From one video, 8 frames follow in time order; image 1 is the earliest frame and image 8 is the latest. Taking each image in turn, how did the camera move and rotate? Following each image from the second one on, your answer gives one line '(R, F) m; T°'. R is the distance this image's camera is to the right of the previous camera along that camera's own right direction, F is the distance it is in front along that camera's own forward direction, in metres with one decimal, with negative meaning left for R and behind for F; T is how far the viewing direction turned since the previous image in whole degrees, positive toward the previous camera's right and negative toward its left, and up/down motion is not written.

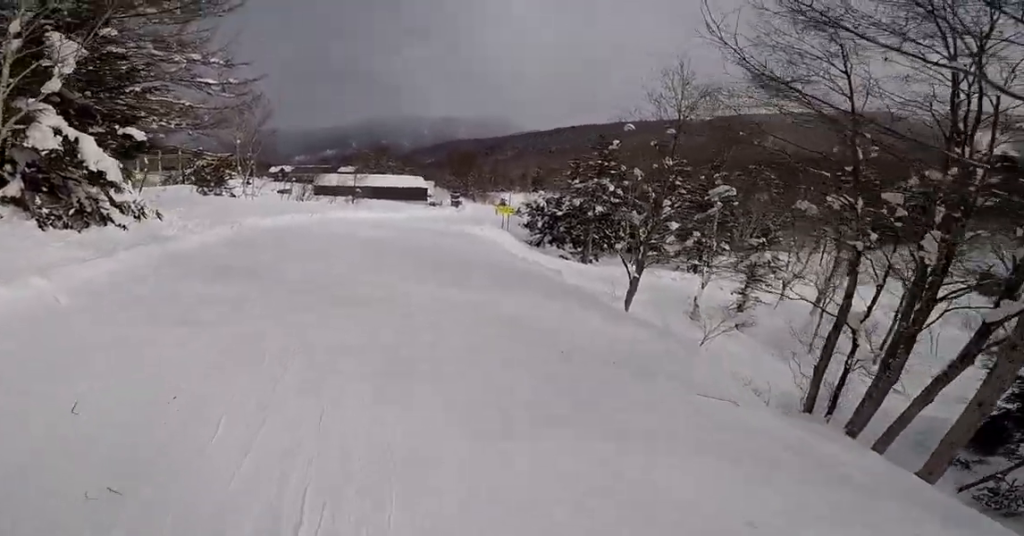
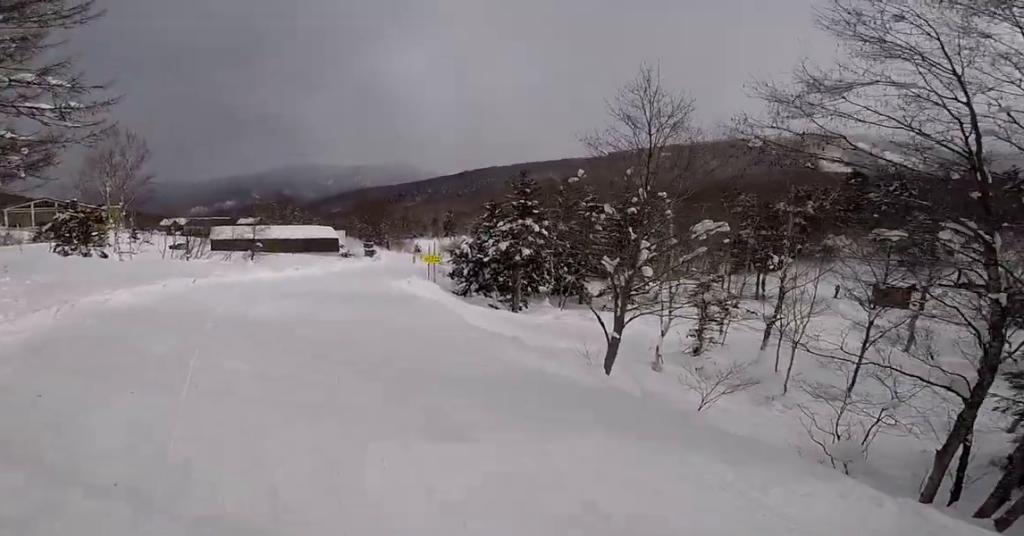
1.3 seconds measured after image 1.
(0.0, +3.5) m; 0°
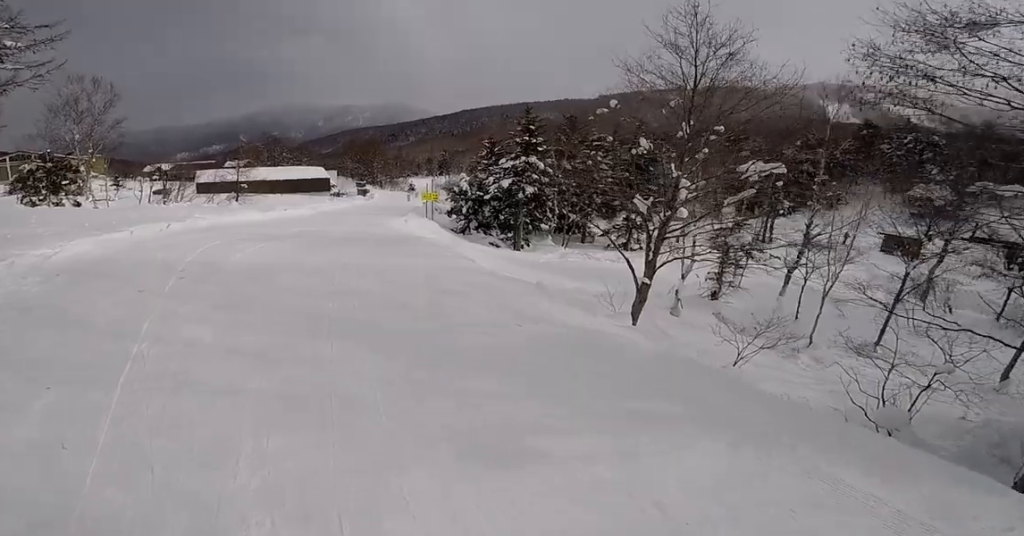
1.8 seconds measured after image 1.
(0.0, +1.4) m; 0°
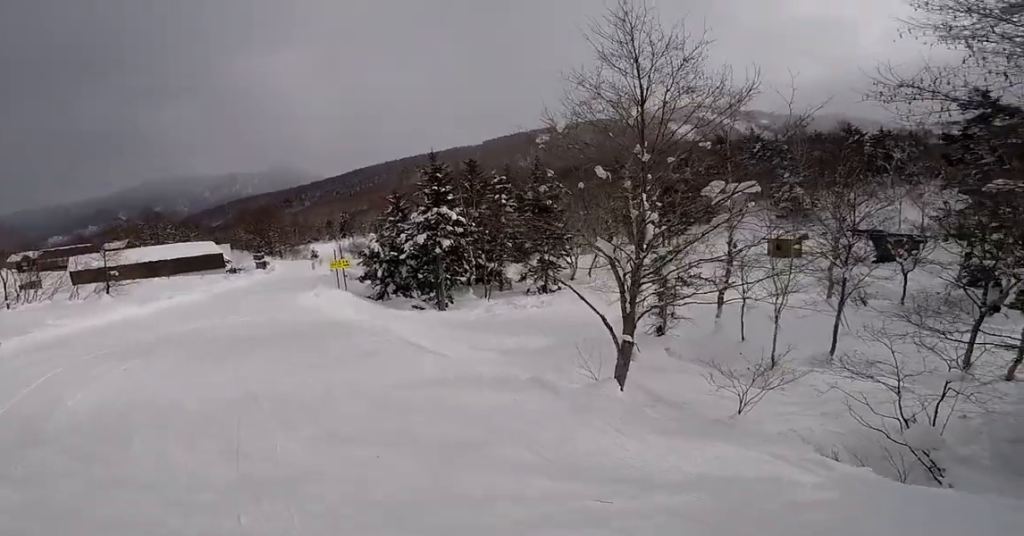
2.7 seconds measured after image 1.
(0.0, +3.1) m; +2°
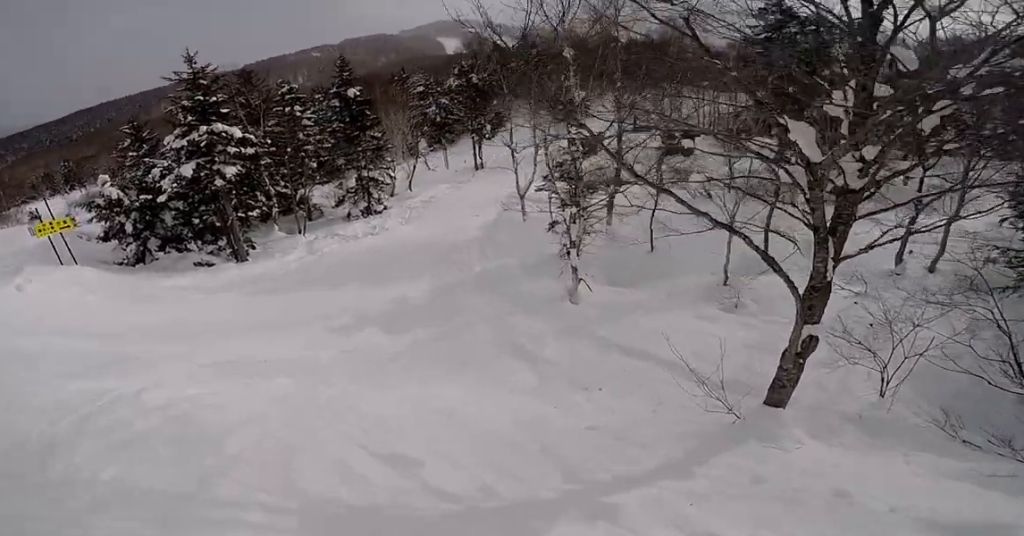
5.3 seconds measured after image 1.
(+5.0, +8.8) m; +50°
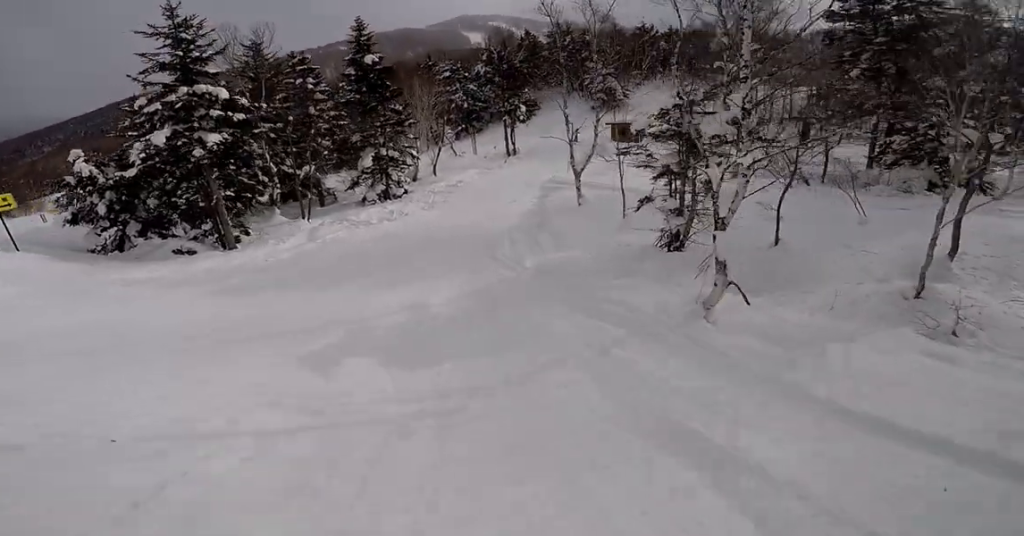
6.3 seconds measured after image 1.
(0.0, +6.1) m; 0°
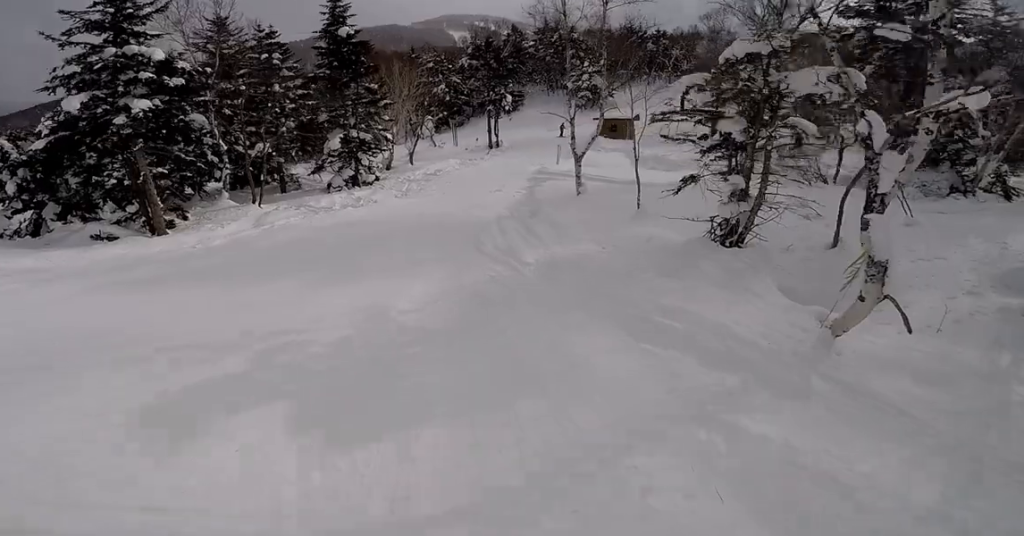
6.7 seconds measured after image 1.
(0.0, +2.7) m; 0°
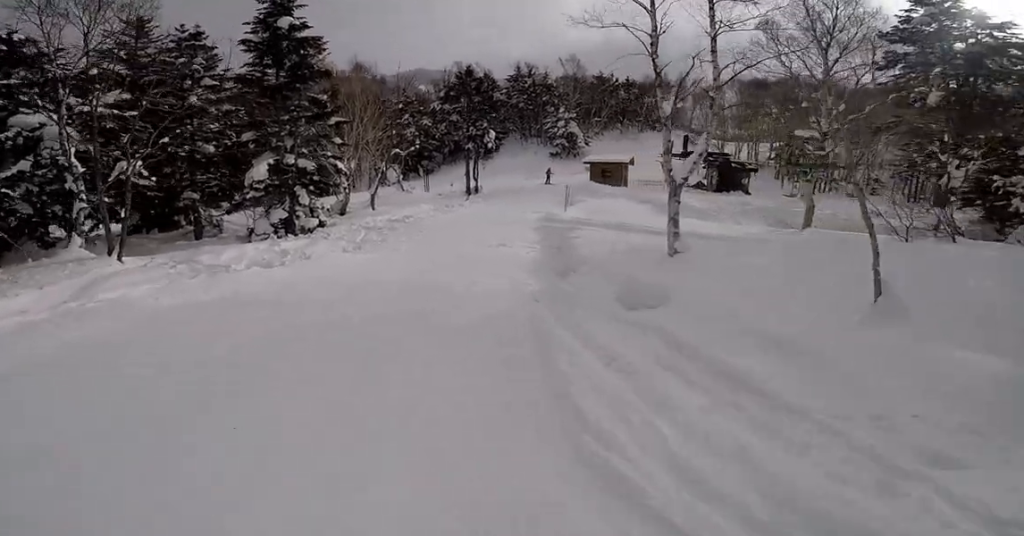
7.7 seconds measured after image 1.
(0.0, +6.5) m; +6°
